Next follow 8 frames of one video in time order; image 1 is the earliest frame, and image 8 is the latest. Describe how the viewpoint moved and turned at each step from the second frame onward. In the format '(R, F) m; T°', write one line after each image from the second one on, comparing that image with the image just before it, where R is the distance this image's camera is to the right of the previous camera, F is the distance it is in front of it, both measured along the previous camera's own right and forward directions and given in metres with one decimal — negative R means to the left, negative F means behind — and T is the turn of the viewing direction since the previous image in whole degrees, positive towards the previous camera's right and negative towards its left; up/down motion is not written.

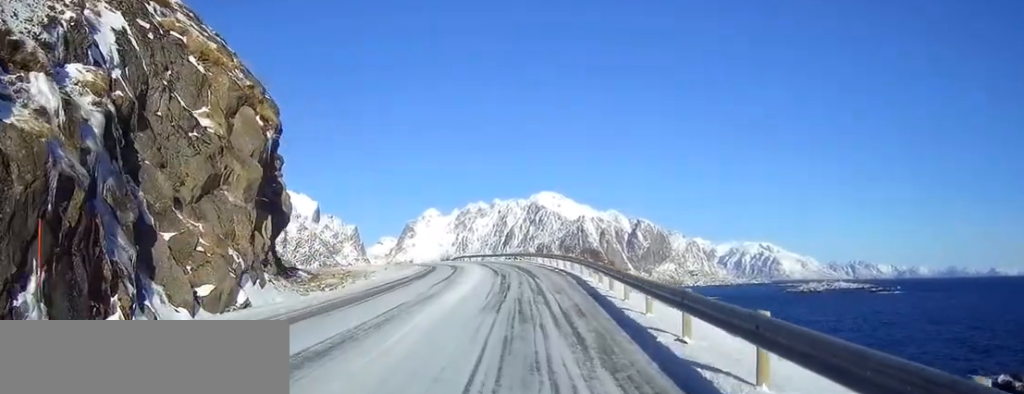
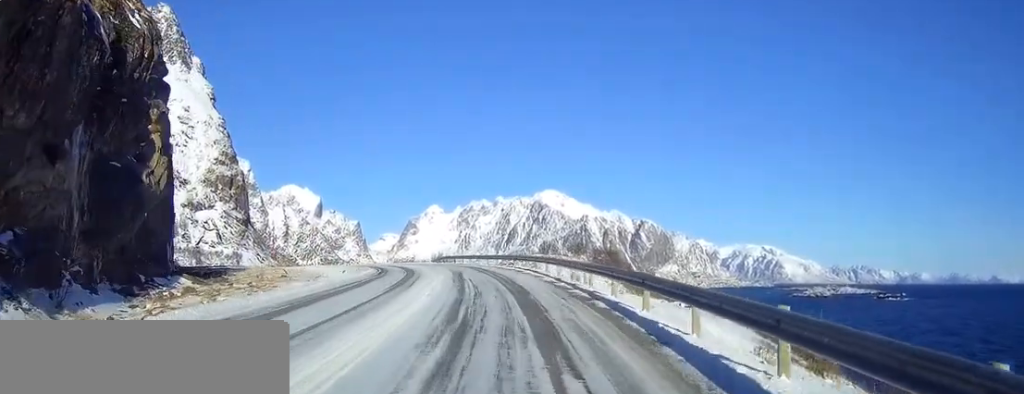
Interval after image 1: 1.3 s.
(+0.1, +23.6) m; -1°
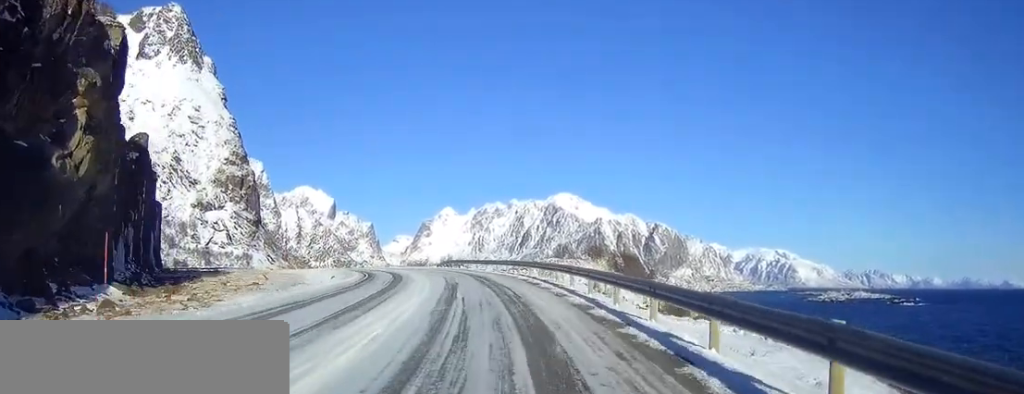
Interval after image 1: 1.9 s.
(-0.1, +9.3) m; -1°
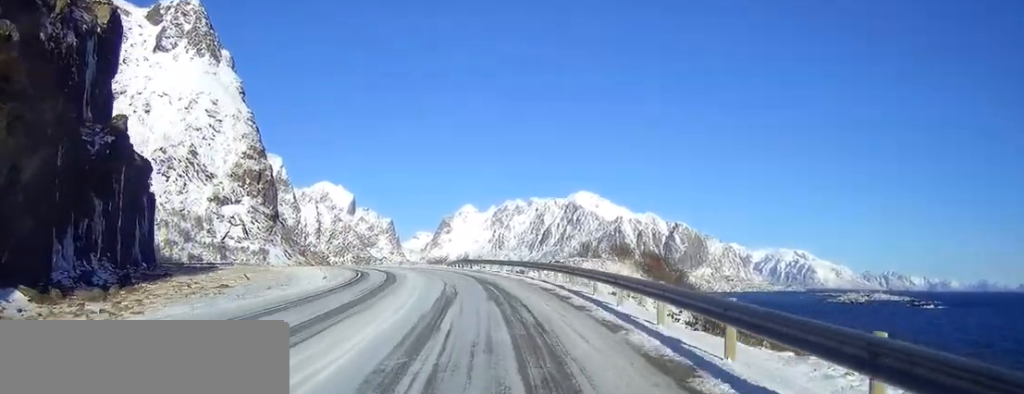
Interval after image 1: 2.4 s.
(-0.1, +8.7) m; -2°
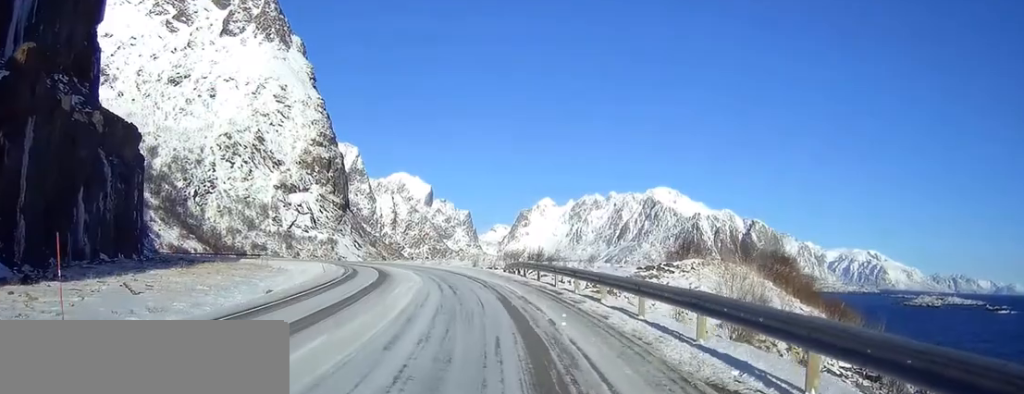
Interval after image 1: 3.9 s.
(-1.3, +25.9) m; -6°
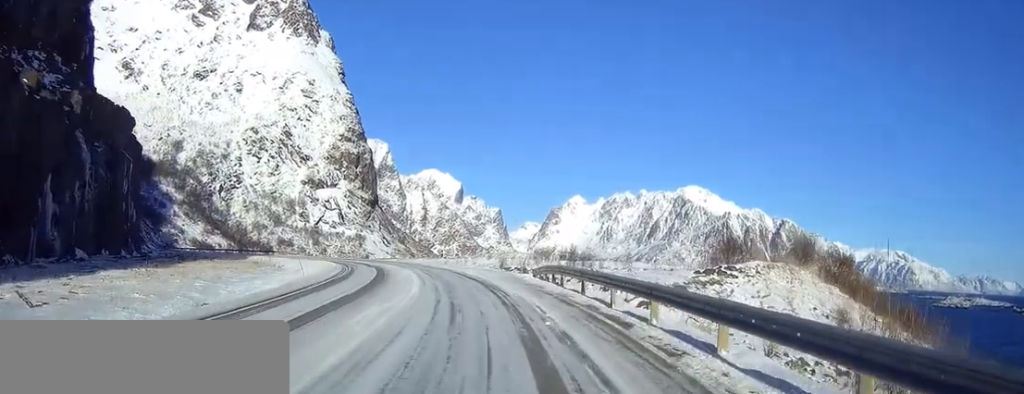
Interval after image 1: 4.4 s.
(-0.1, +9.2) m; -2°
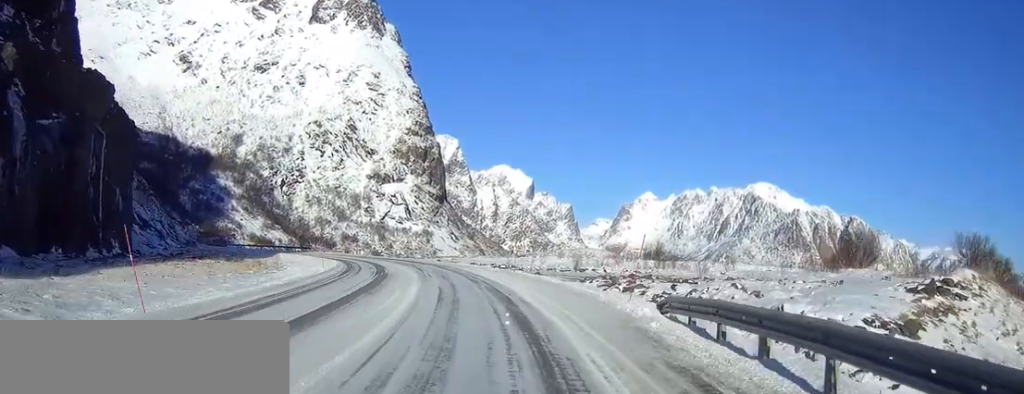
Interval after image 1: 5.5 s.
(-0.7, +18.8) m; -5°
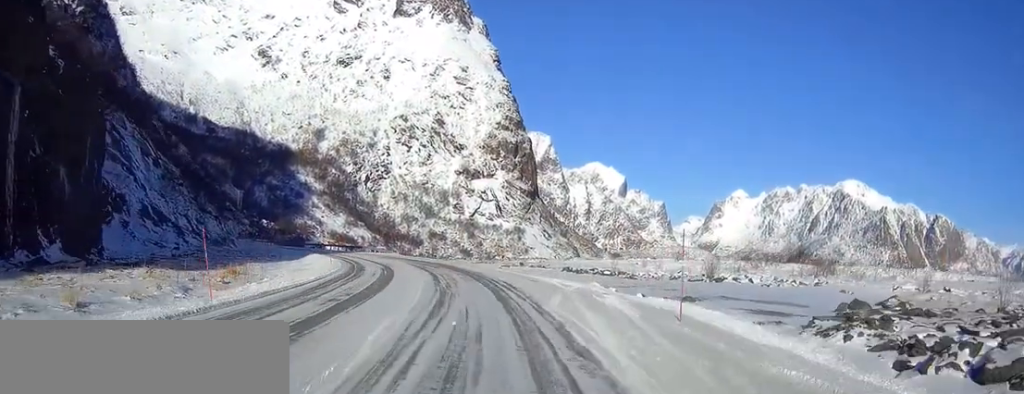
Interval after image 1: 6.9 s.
(-1.6, +24.2) m; -7°
